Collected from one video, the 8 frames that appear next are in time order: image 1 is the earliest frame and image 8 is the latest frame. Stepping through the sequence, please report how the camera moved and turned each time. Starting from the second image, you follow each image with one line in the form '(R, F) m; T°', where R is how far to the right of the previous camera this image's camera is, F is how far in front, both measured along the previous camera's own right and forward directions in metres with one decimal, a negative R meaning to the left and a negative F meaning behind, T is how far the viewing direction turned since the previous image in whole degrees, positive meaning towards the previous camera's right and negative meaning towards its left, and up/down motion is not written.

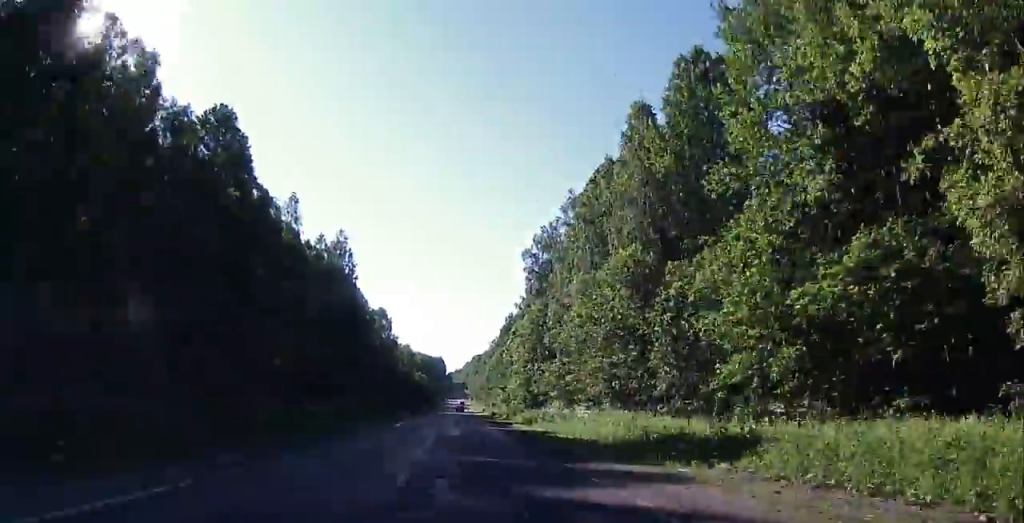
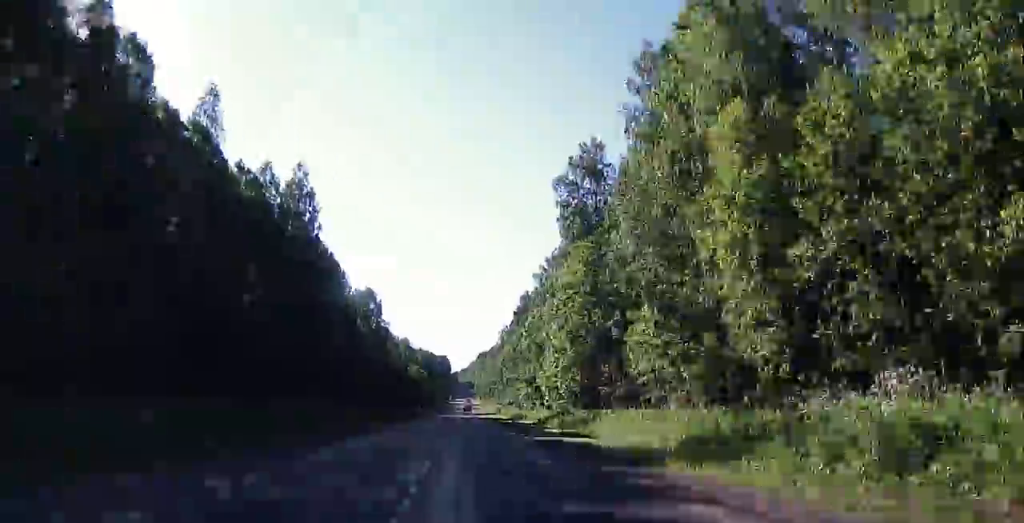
(+0.1, +31.0) m; 0°
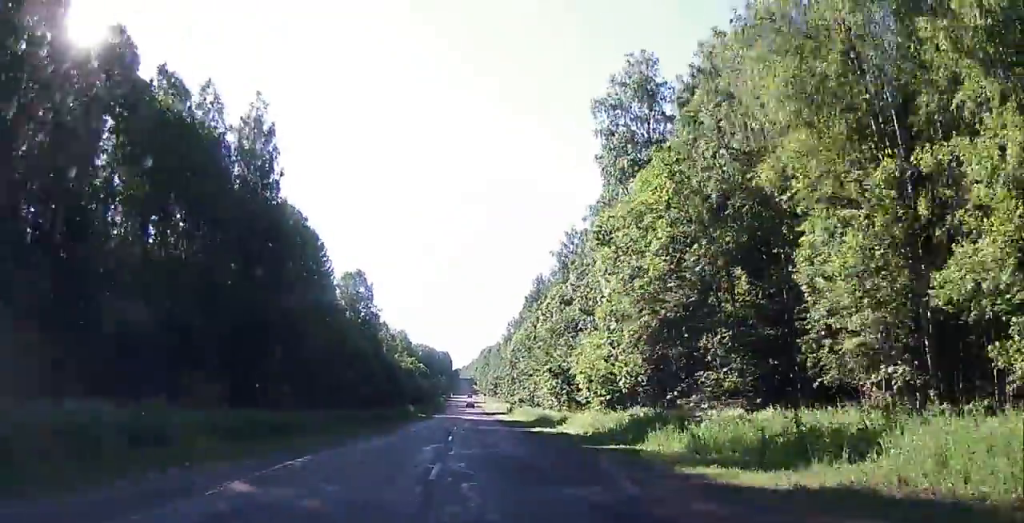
(-0.2, +19.1) m; 0°
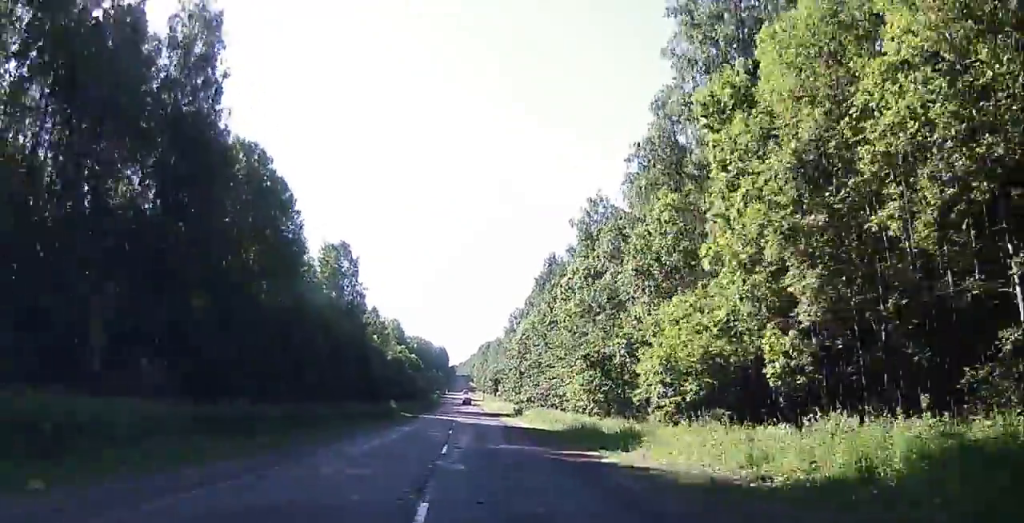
(0.0, +17.4) m; 0°
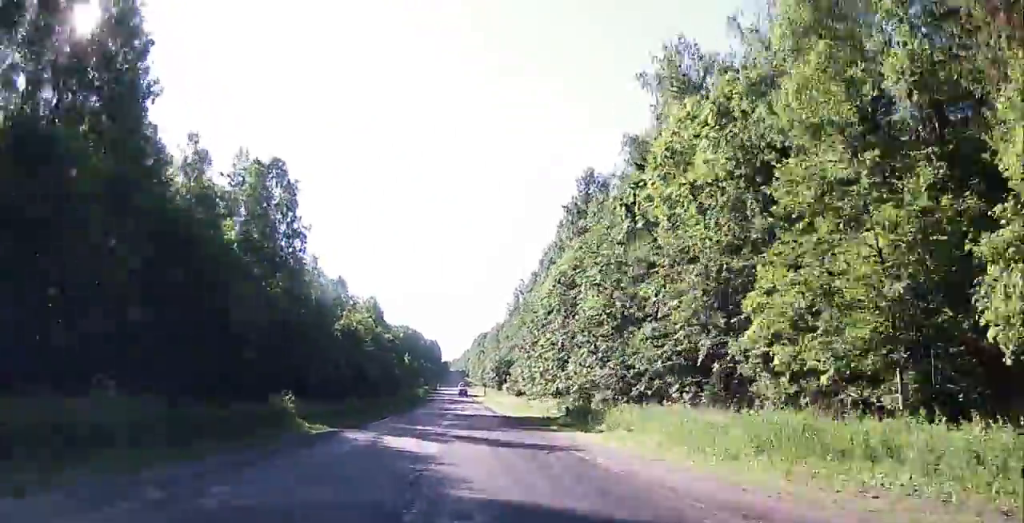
(+0.7, +37.6) m; +1°
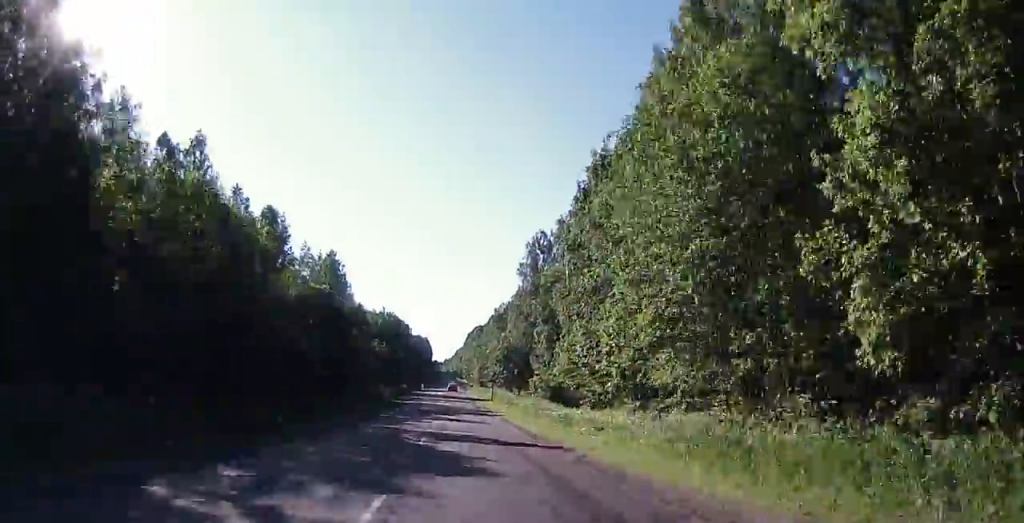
(-0.2, +45.3) m; 0°
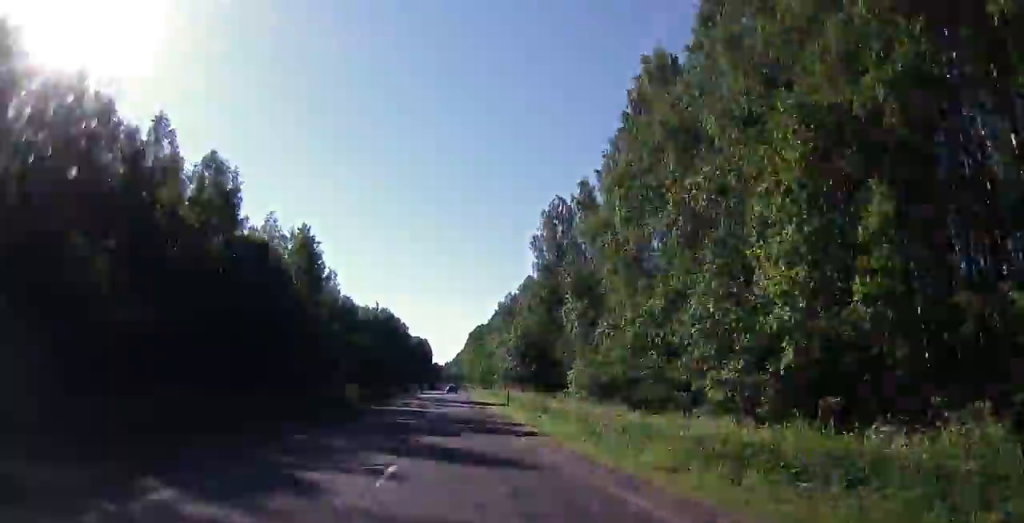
(0.0, +20.0) m; 0°
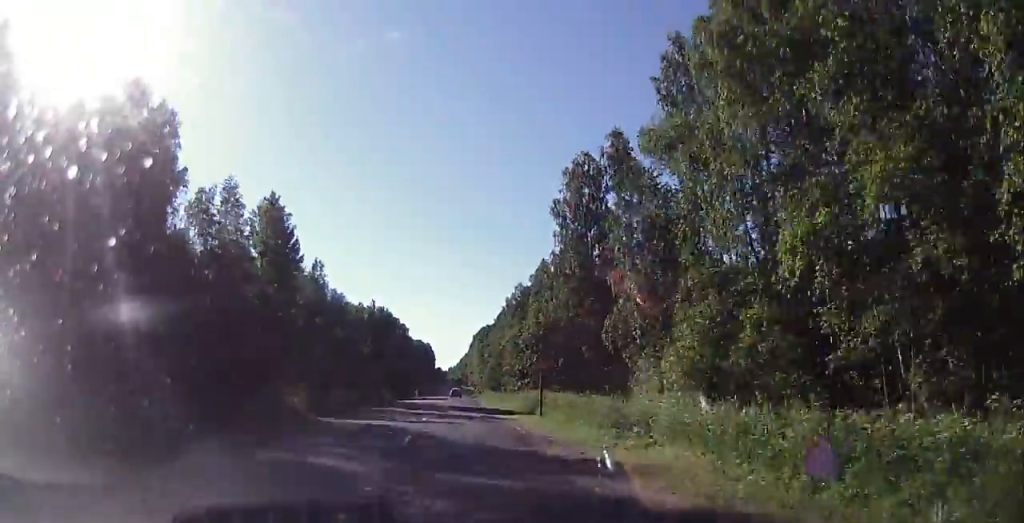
(0.0, +17.4) m; 0°
